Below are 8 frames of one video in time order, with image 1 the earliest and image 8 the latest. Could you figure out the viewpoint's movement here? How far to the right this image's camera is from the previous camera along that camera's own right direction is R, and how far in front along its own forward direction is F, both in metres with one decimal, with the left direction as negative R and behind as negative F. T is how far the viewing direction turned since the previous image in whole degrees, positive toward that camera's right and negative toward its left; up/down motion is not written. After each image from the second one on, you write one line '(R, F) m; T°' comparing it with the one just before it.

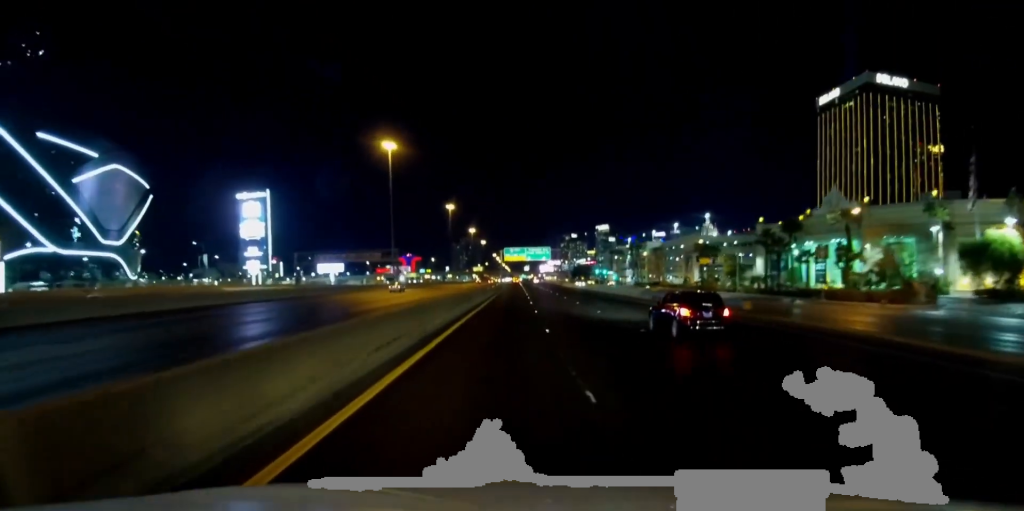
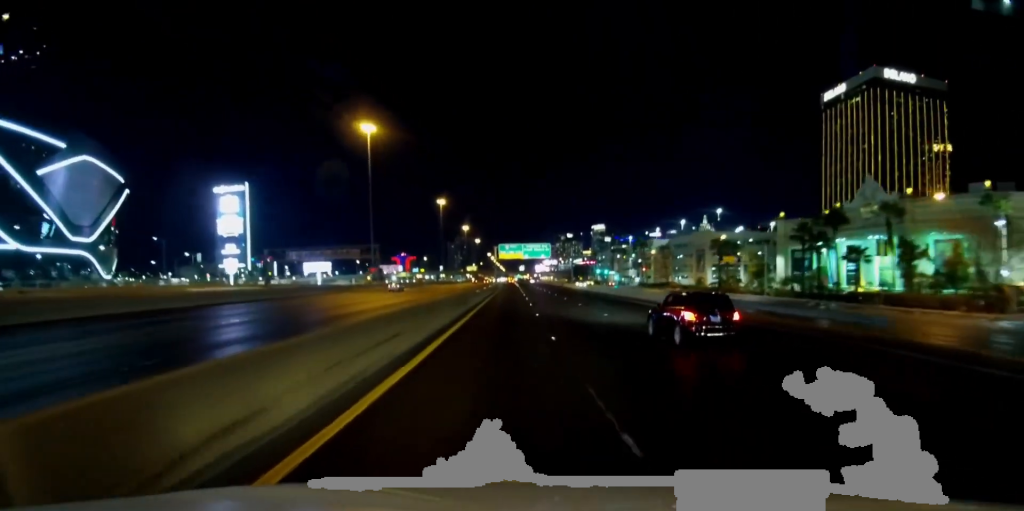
(+0.2, +14.9) m; +1°
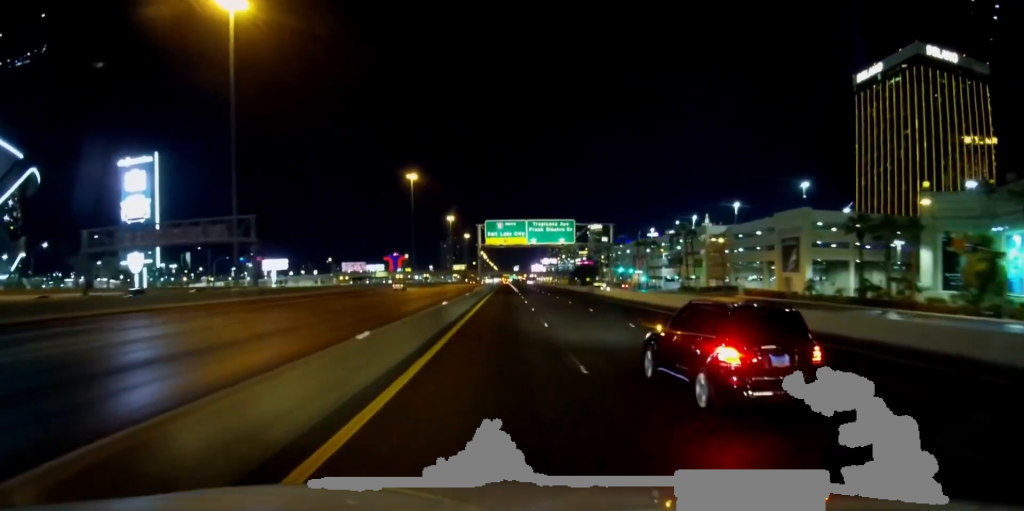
(+0.6, +55.3) m; +1°
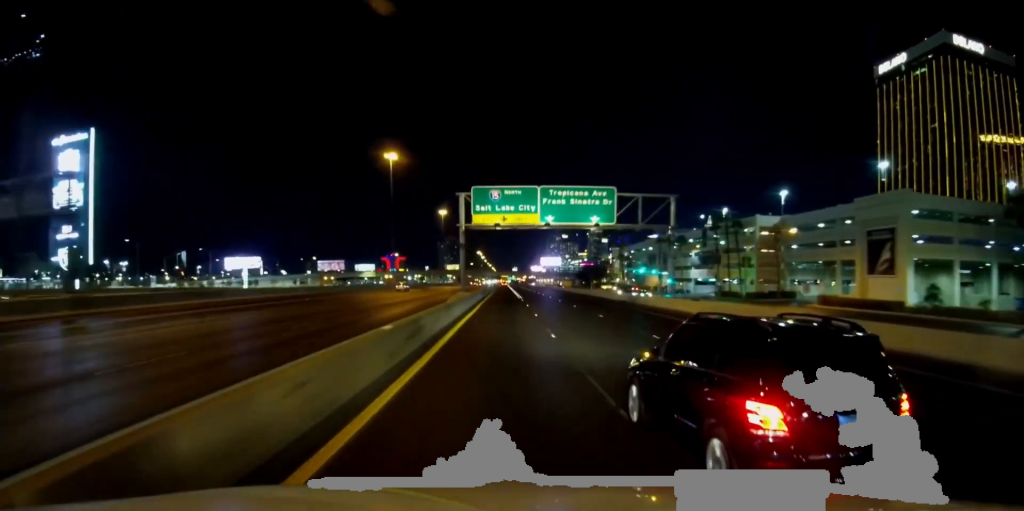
(+0.1, +28.8) m; 0°
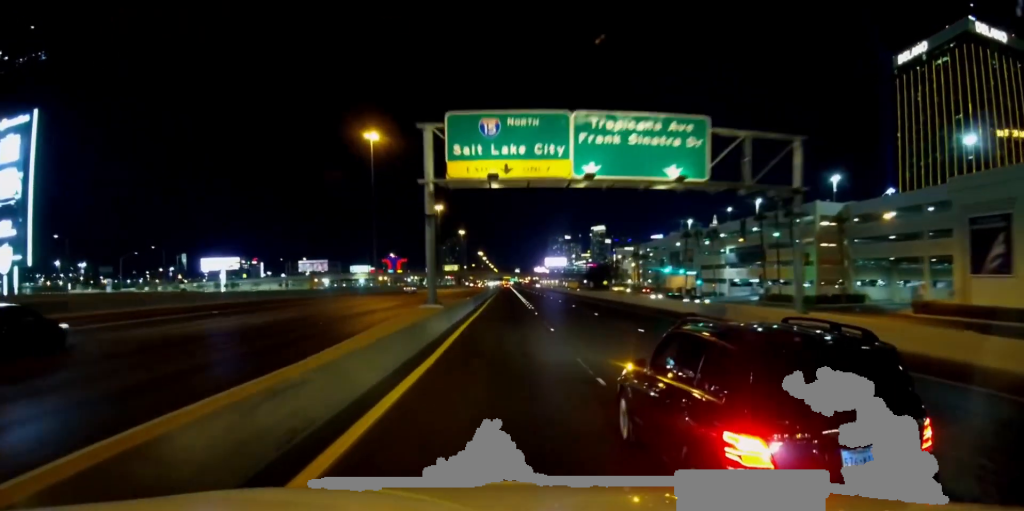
(-0.1, +22.6) m; 0°
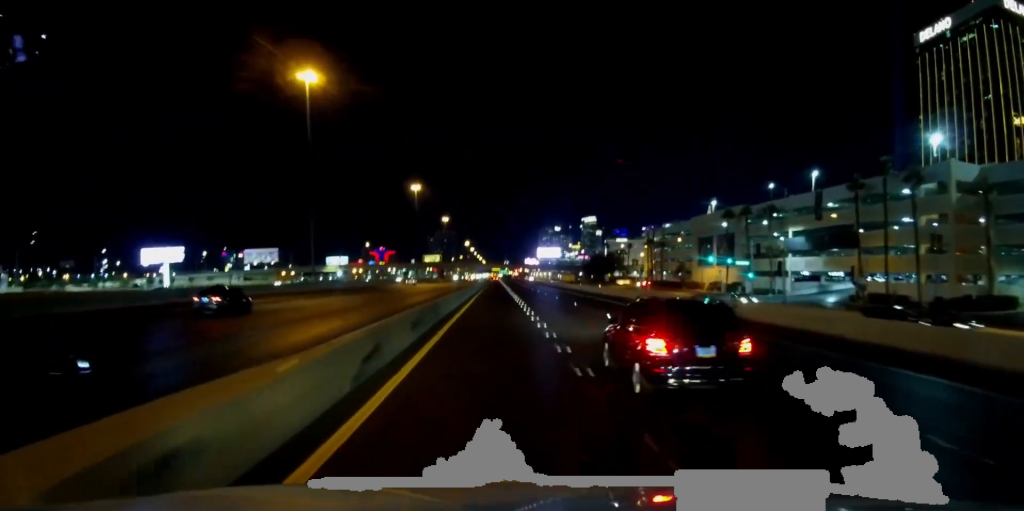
(+0.2, +38.4) m; 0°
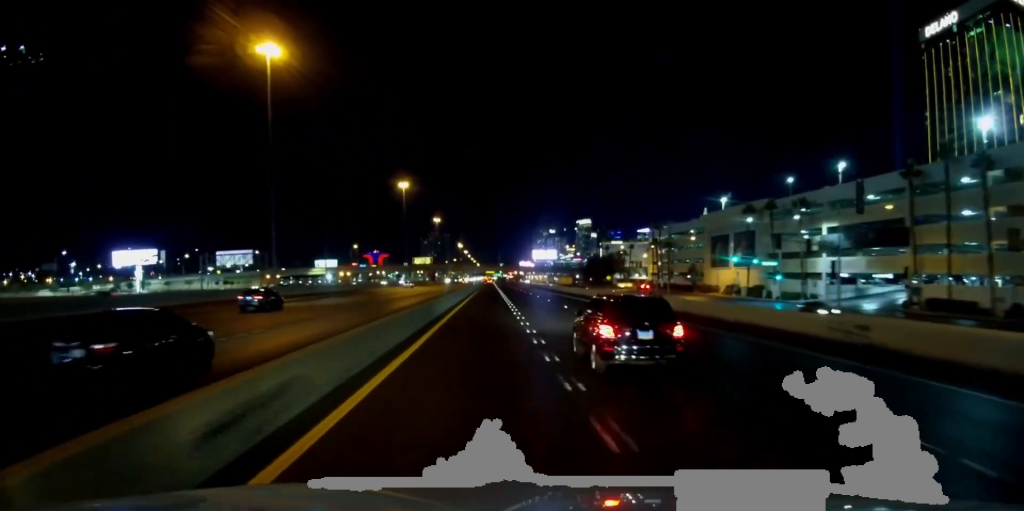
(0.0, +14.3) m; 0°
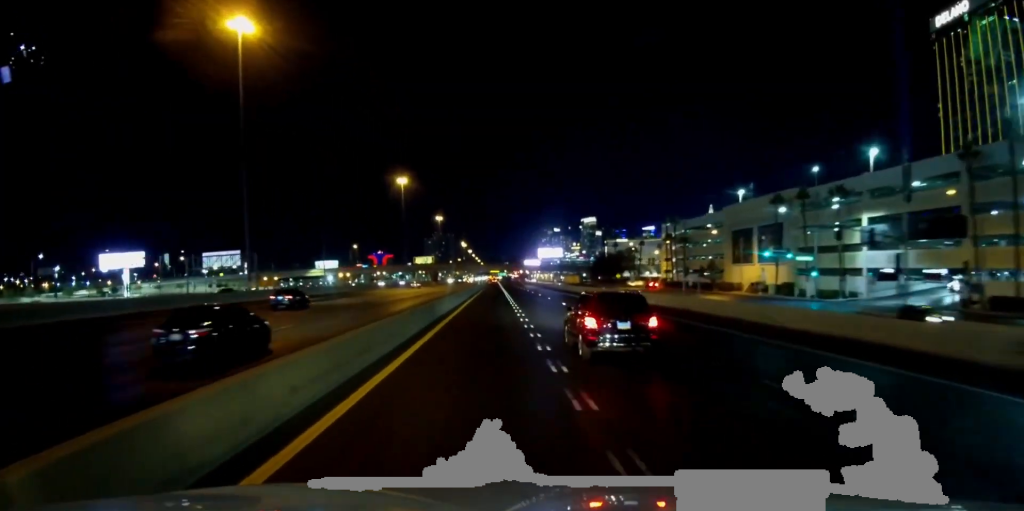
(0.0, +9.9) m; 0°
